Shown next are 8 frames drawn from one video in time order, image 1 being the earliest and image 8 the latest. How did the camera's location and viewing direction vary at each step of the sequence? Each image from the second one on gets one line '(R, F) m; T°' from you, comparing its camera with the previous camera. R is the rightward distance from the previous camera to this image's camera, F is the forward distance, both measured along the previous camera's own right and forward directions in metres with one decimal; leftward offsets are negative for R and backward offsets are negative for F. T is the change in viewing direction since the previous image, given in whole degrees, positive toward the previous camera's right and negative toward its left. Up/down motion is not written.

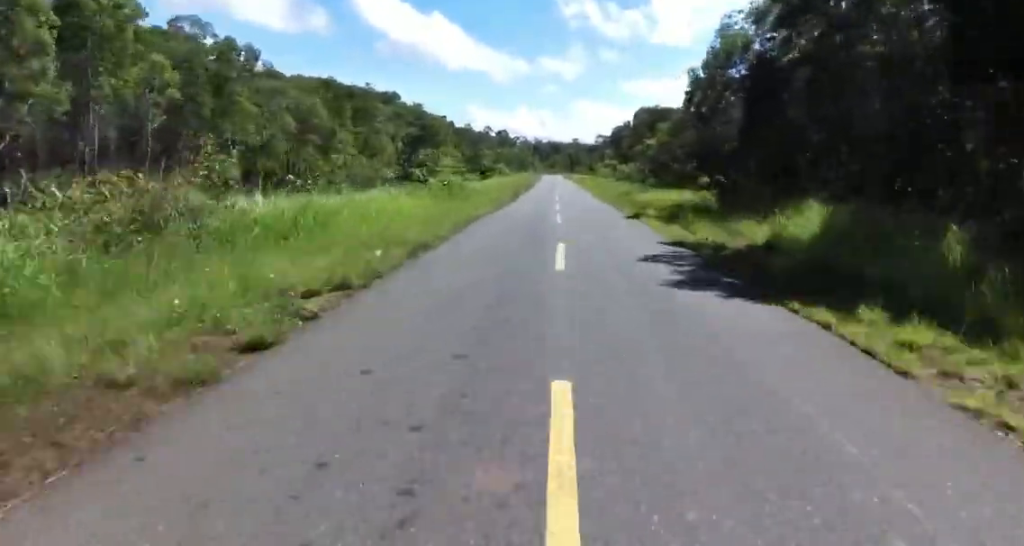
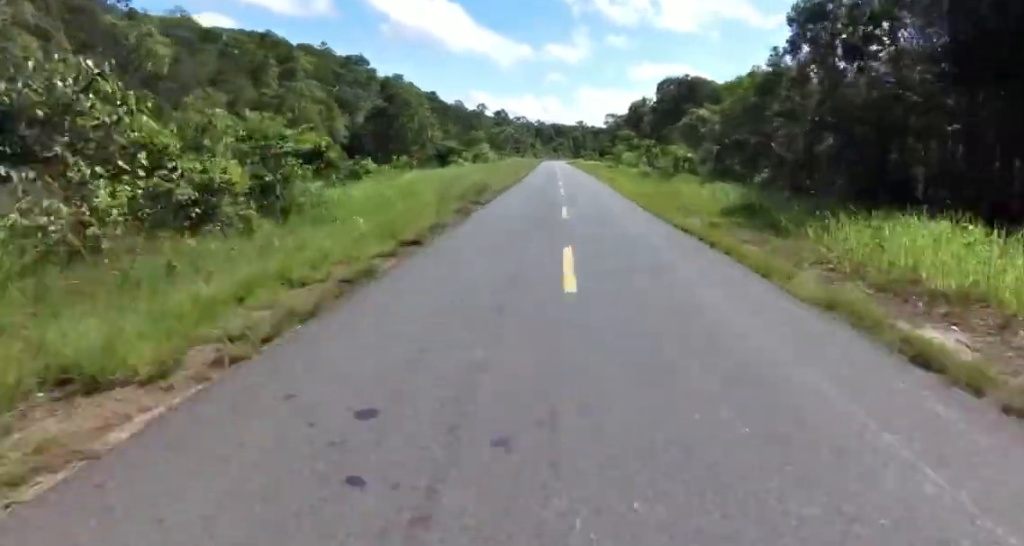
(-1.3, +27.4) m; -3°
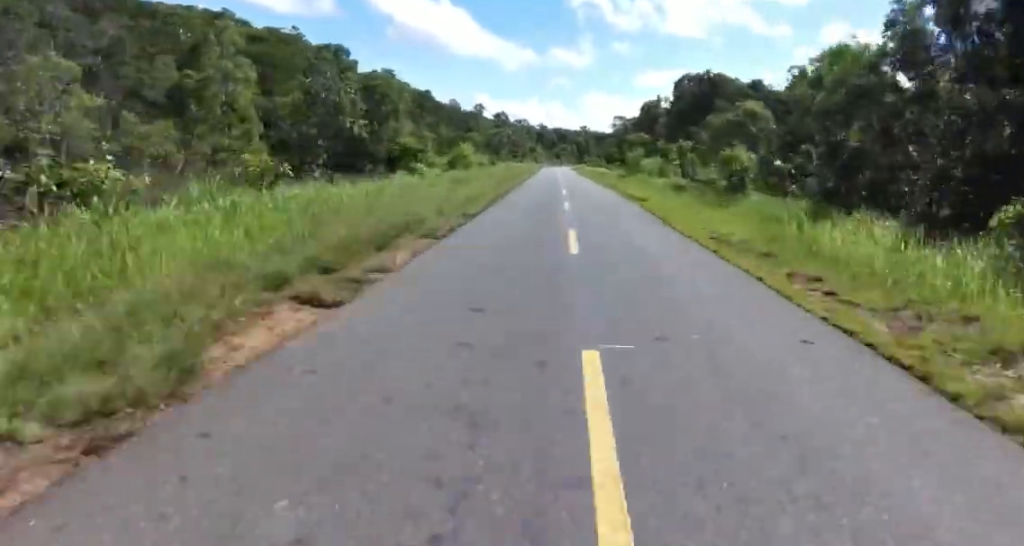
(-0.1, +12.9) m; 0°
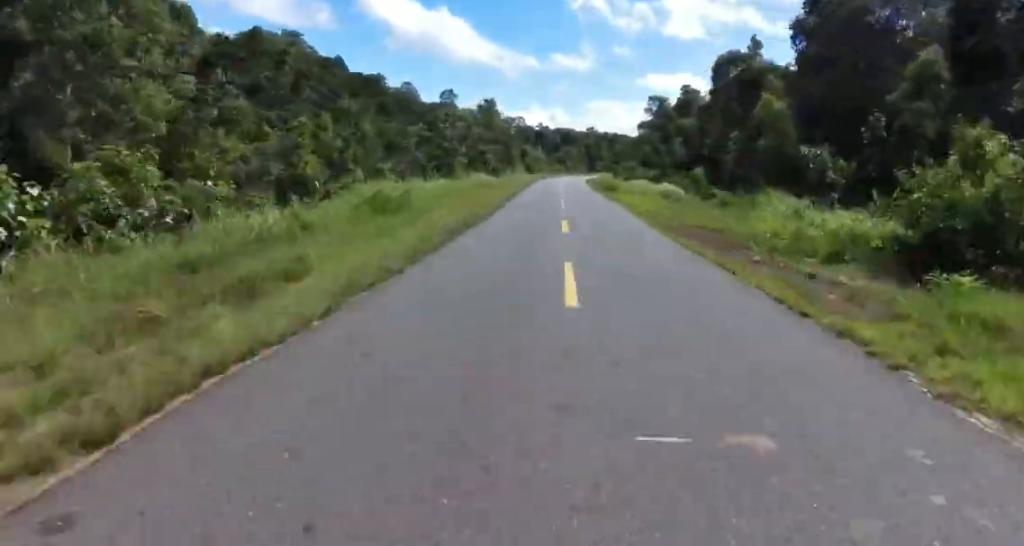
(-0.3, +52.5) m; +1°
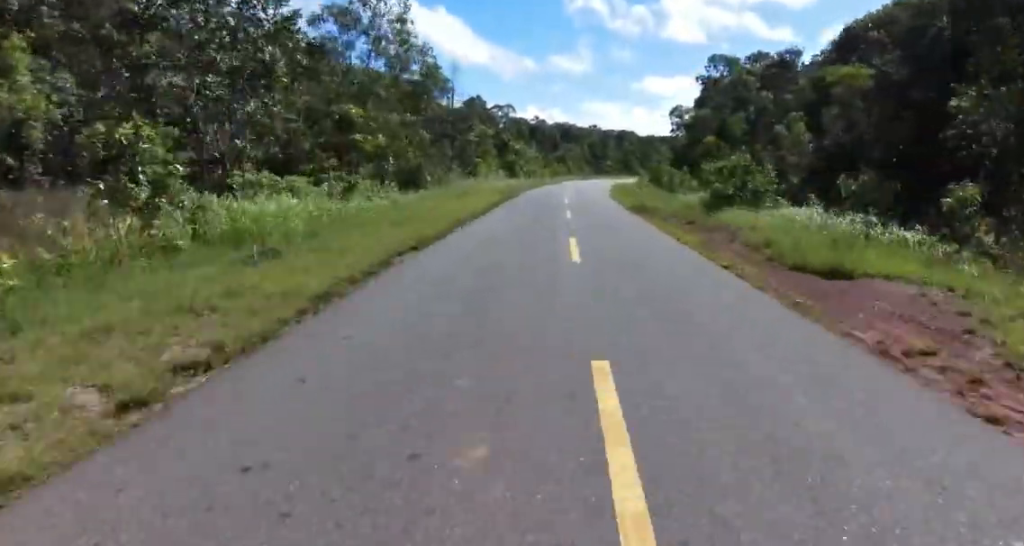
(+1.7, +38.2) m; +2°
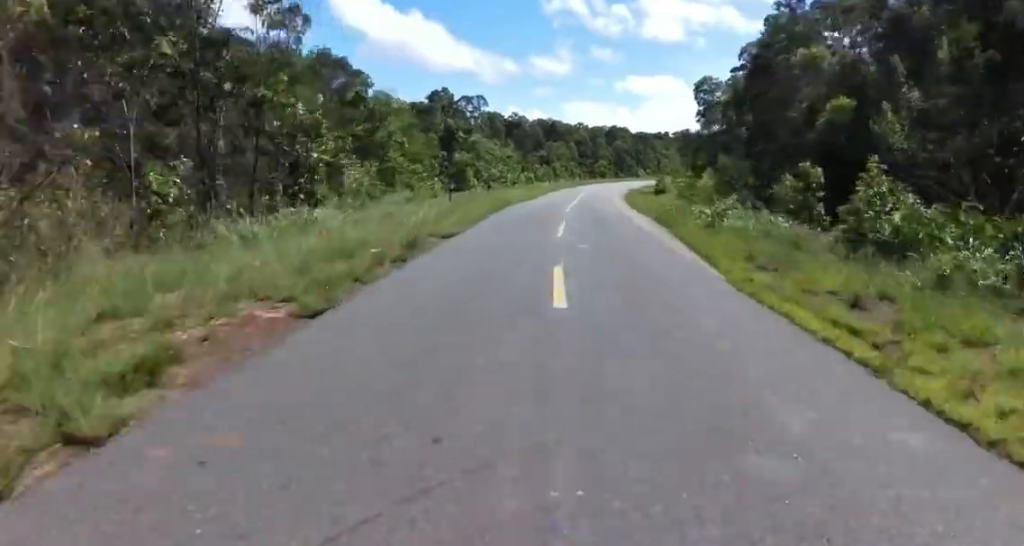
(-1.3, +27.1) m; 0°
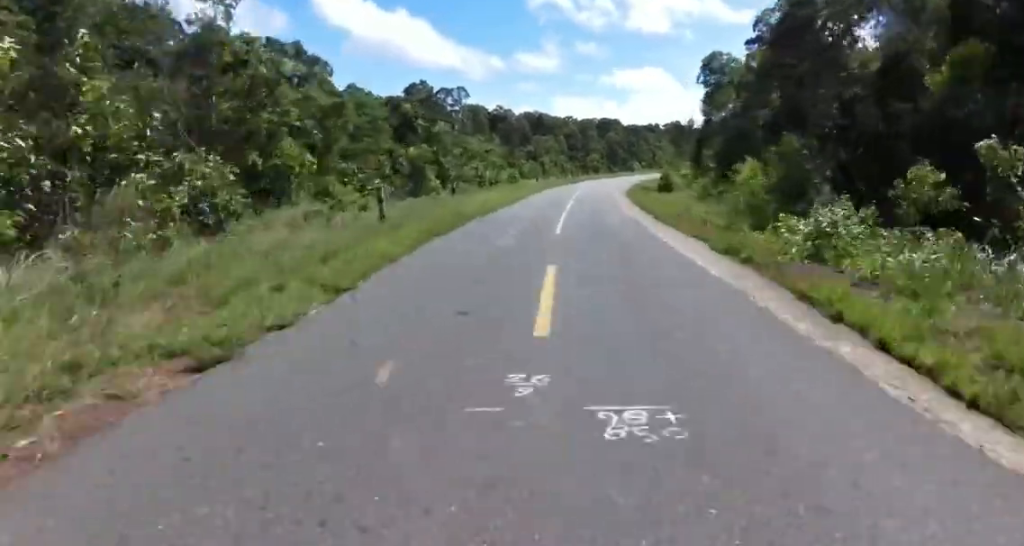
(+0.4, +9.2) m; +1°
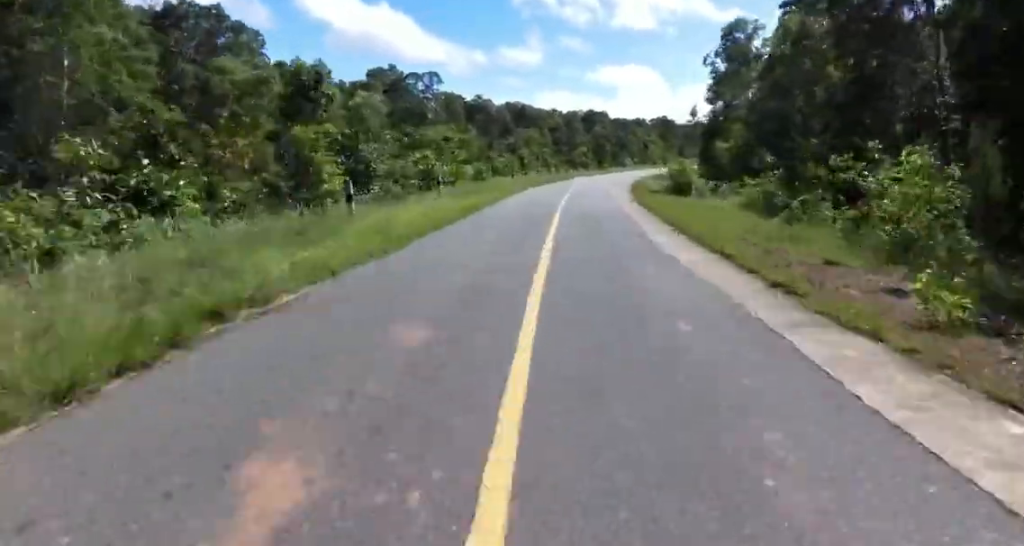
(+0.2, +11.6) m; +2°
